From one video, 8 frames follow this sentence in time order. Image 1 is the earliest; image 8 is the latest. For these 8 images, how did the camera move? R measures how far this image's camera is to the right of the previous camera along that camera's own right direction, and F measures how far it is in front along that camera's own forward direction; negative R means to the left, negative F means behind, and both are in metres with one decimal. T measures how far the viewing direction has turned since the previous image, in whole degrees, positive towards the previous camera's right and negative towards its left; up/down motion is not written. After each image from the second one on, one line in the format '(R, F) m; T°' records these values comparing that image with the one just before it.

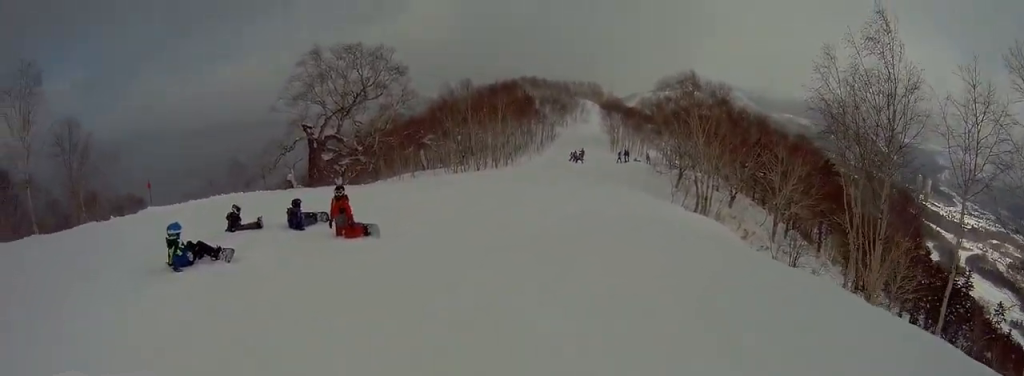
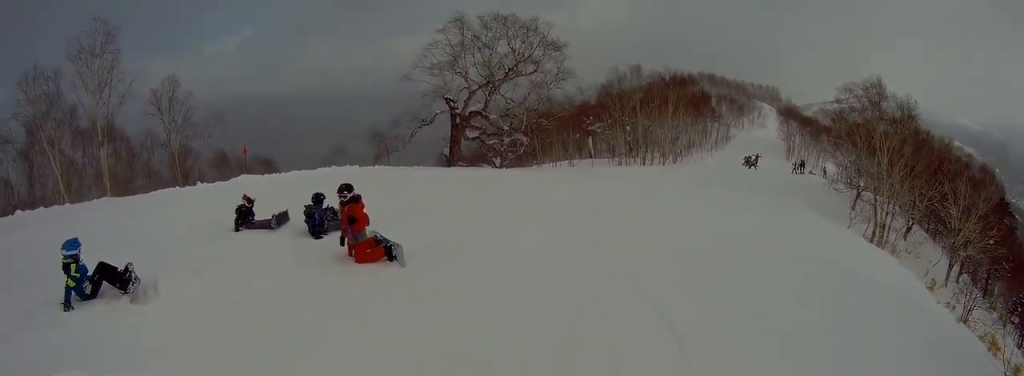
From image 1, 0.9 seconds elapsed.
(-0.9, +5.4) m; -8°
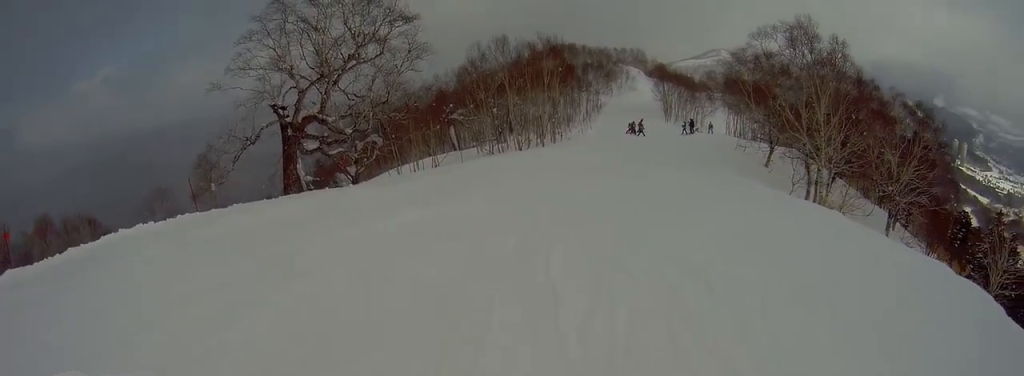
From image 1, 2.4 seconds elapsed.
(+0.7, +9.3) m; +14°
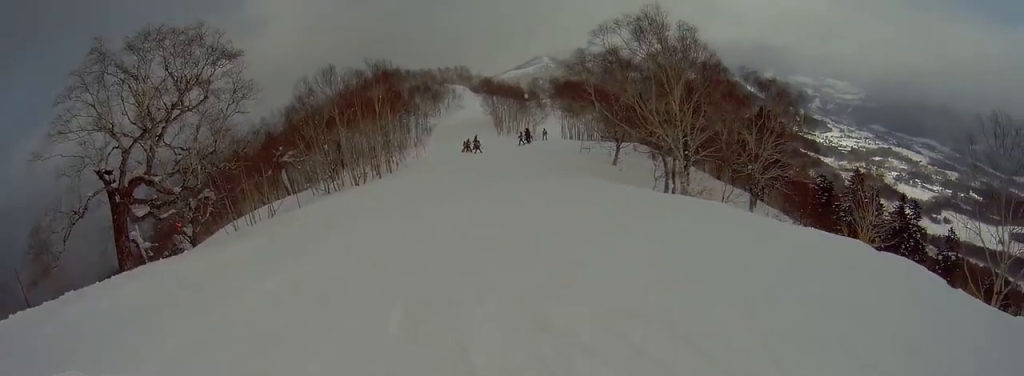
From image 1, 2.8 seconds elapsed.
(+0.2, +2.6) m; +5°
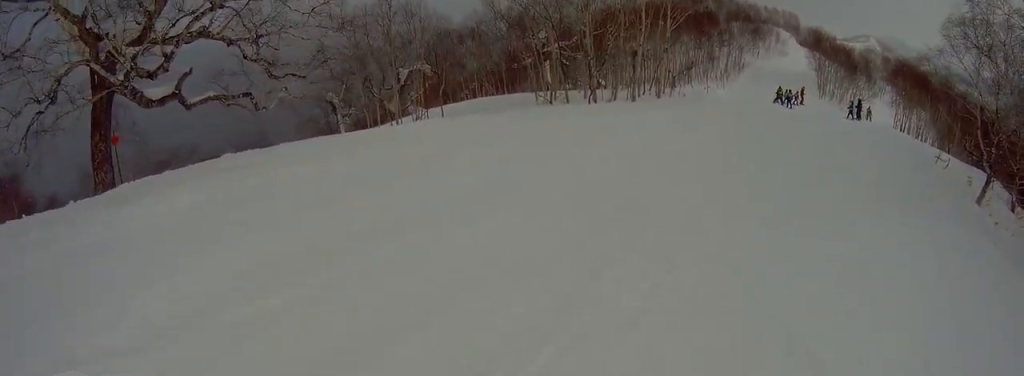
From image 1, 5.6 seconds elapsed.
(+1.4, +17.2) m; +14°
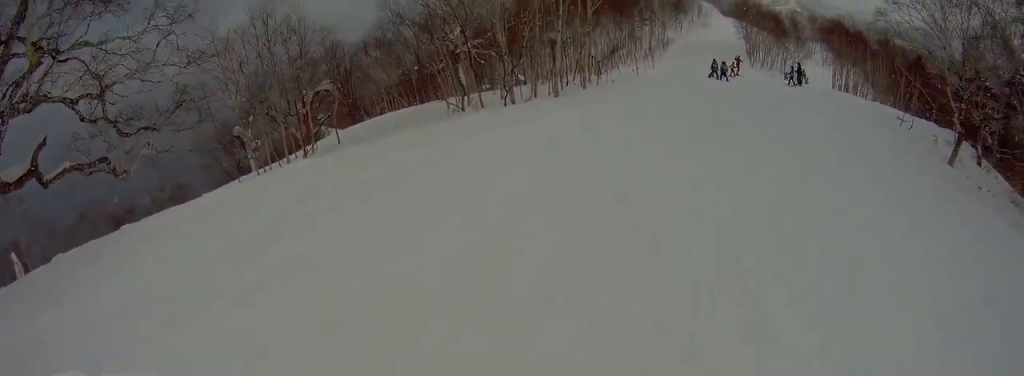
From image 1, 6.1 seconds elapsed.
(0.0, +3.3) m; +7°
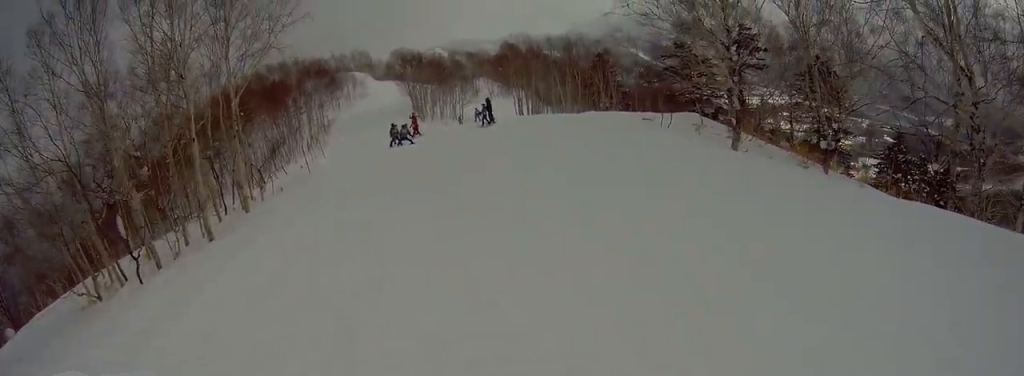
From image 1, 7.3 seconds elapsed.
(+1.2, +7.1) m; +12°
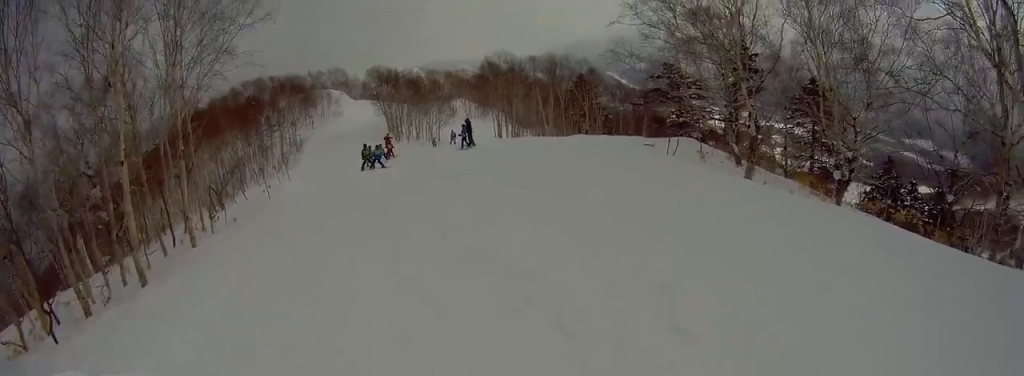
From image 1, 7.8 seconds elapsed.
(+0.2, +2.7) m; 0°
